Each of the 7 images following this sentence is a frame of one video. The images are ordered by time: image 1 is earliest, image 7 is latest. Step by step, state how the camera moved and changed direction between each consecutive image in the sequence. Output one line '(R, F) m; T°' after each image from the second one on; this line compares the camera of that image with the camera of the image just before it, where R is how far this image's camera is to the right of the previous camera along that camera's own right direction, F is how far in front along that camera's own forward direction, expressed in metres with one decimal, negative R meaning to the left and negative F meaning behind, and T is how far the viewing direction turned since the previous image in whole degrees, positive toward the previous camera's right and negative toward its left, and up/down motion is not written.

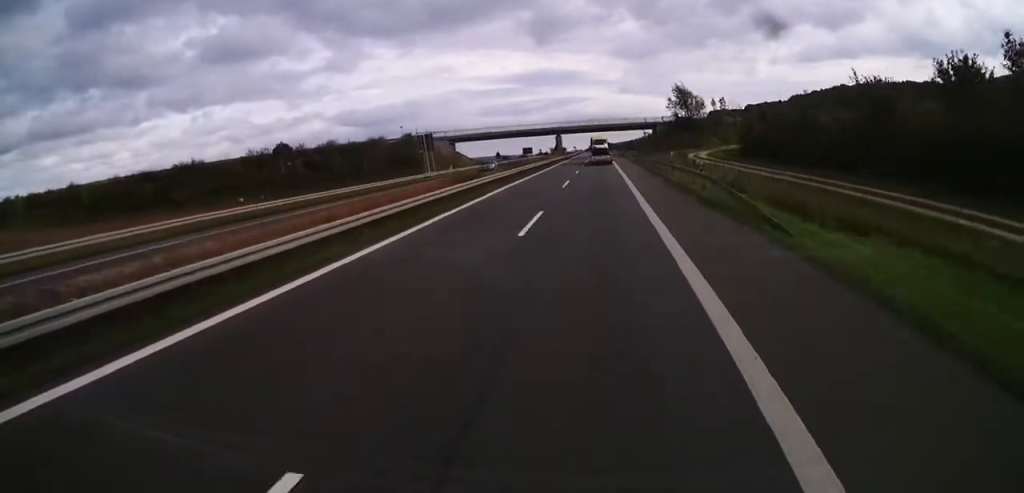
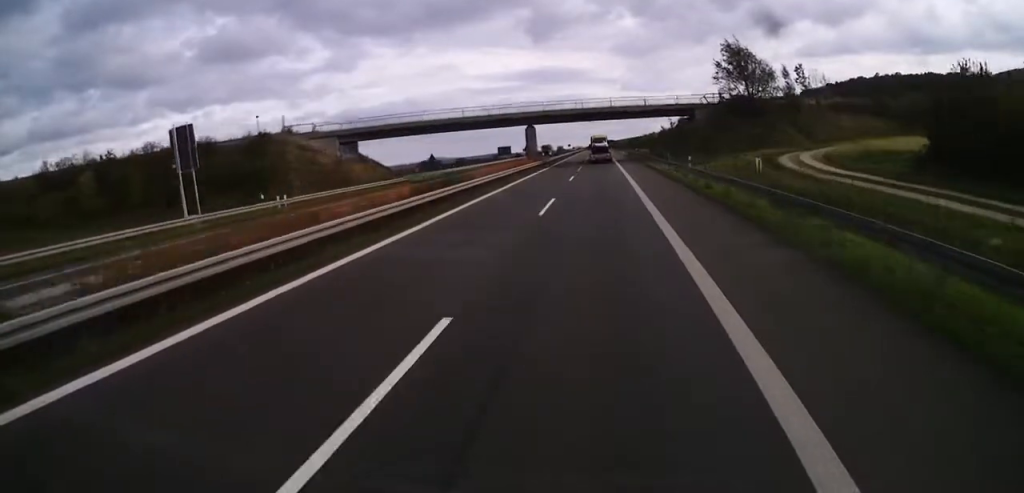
(0.0, +49.5) m; +1°
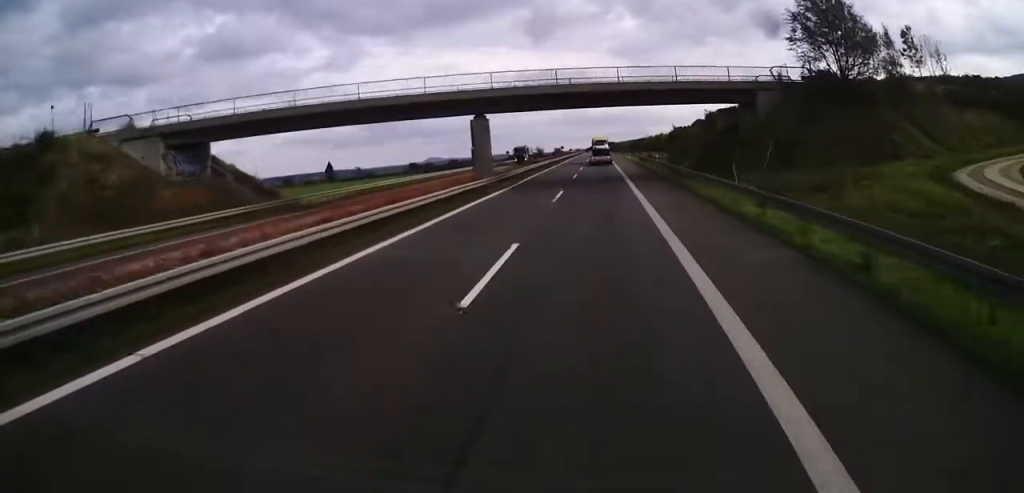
(+0.1, +29.2) m; 0°
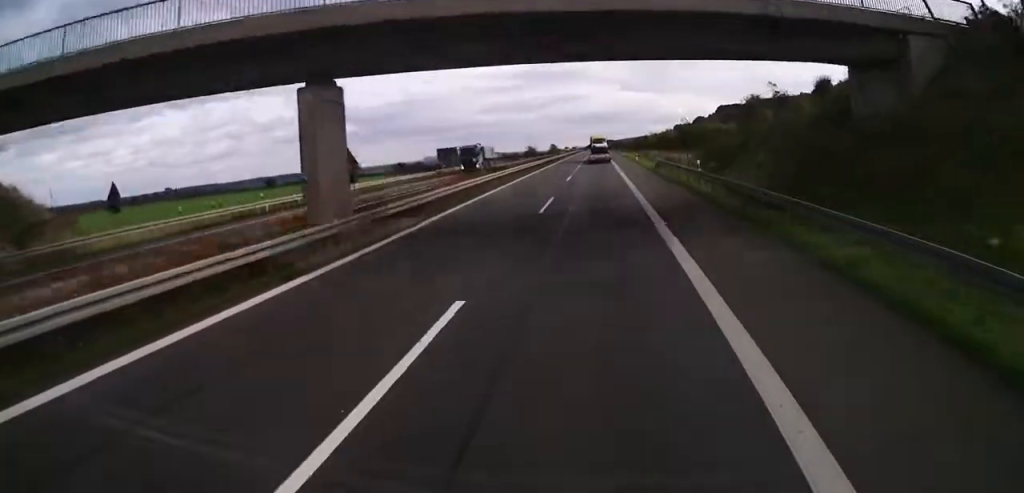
(-0.1, +23.7) m; 0°
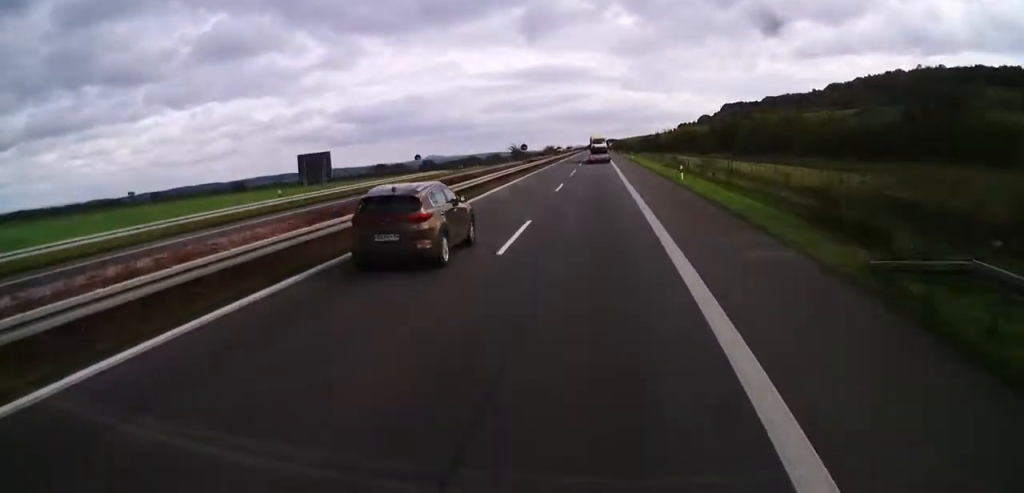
(0.0, +44.2) m; 0°
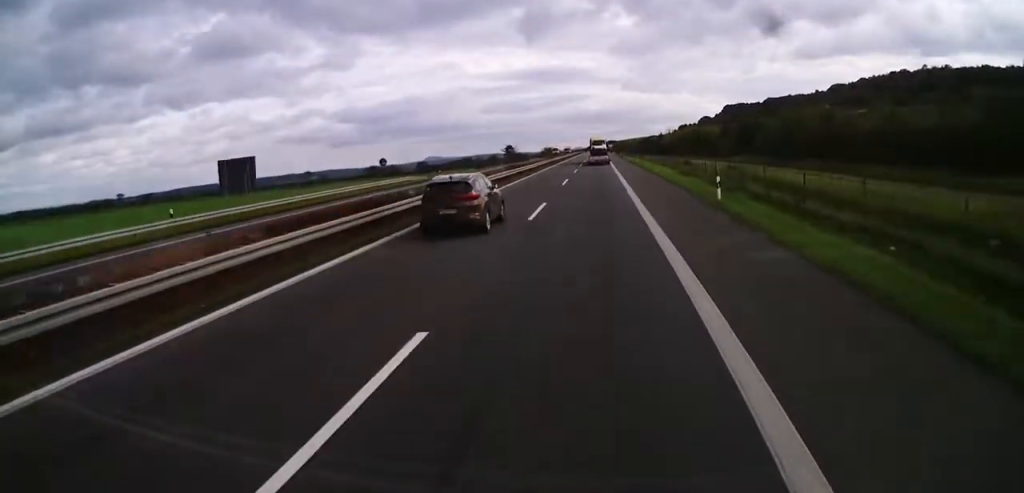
(0.0, +11.5) m; 0°
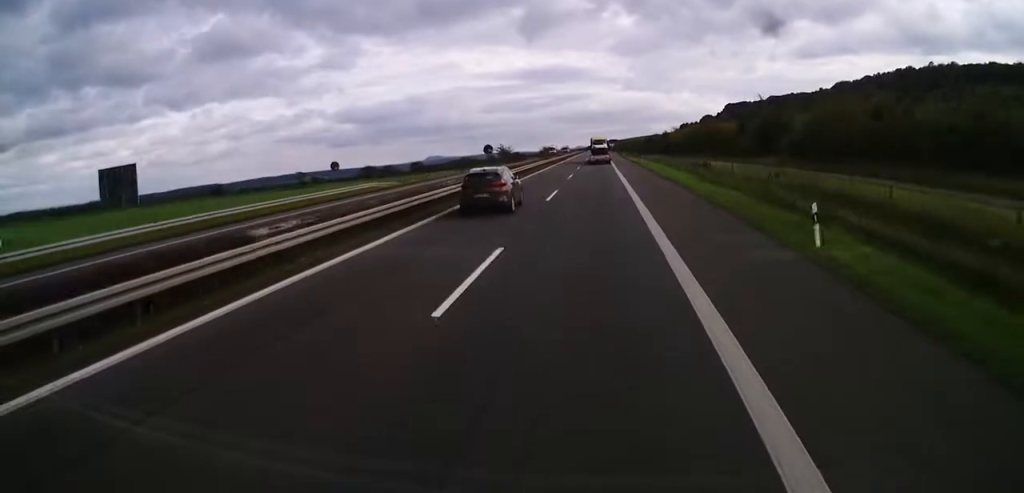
(-0.1, +11.3) m; 0°
